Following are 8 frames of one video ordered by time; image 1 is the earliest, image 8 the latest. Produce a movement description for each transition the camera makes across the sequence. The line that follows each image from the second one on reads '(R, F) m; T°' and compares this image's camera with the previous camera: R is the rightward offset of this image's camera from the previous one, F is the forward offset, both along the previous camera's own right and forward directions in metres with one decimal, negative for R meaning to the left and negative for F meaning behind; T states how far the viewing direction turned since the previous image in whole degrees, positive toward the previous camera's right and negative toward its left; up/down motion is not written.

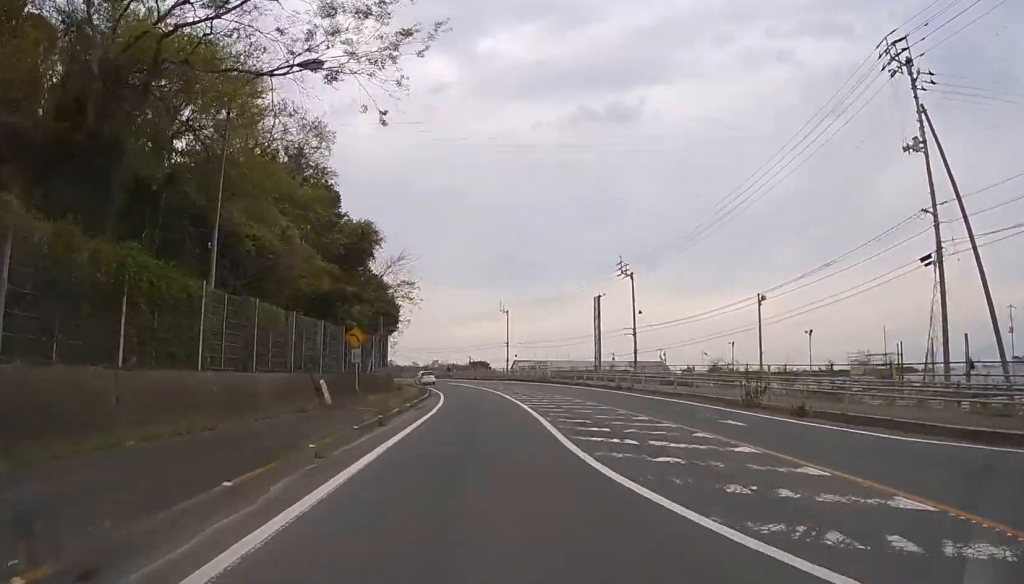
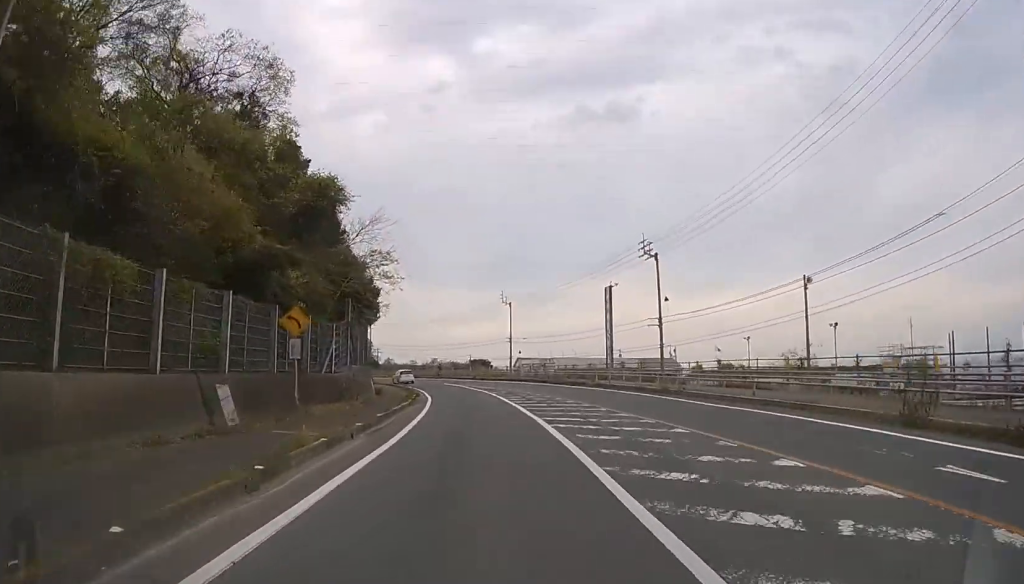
(0.0, +7.5) m; -1°
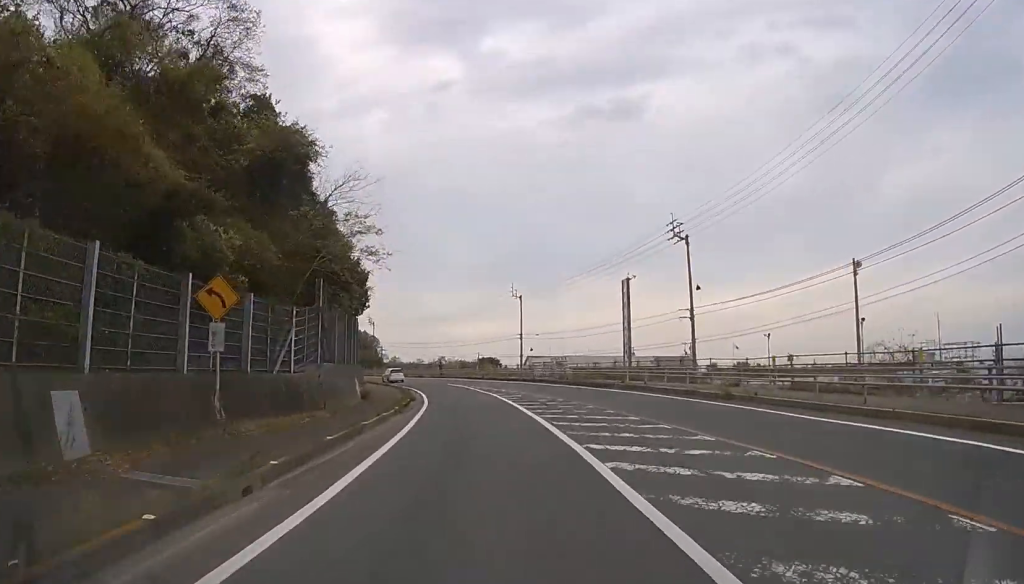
(+0.1, +6.0) m; -1°
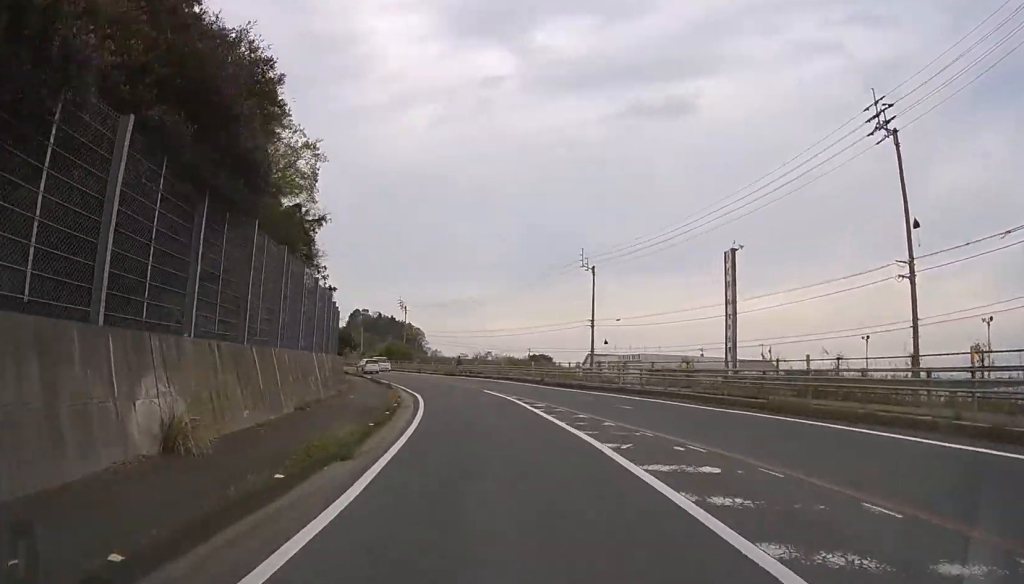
(-0.9, +19.0) m; -4°
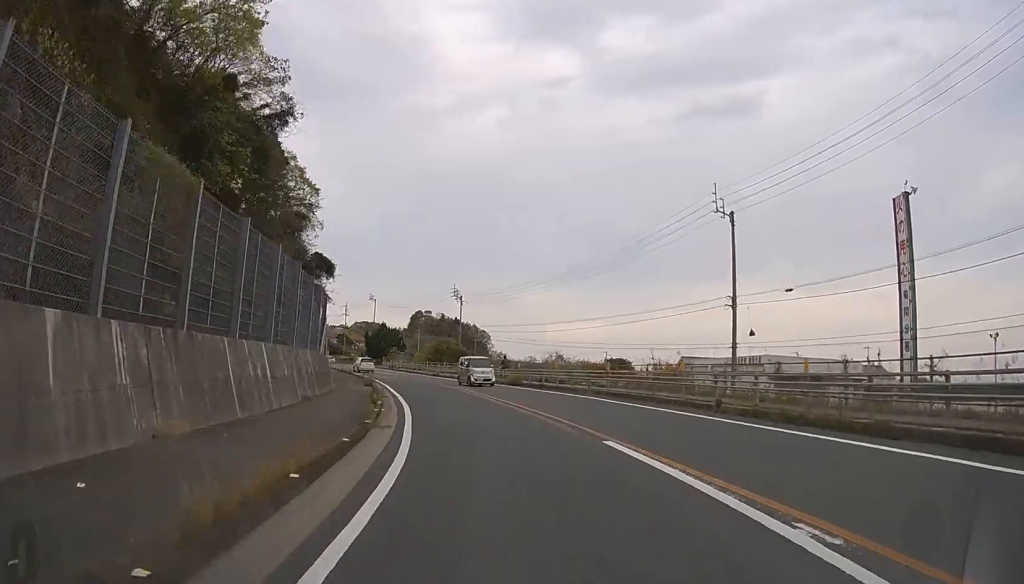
(-0.6, +18.5) m; -7°
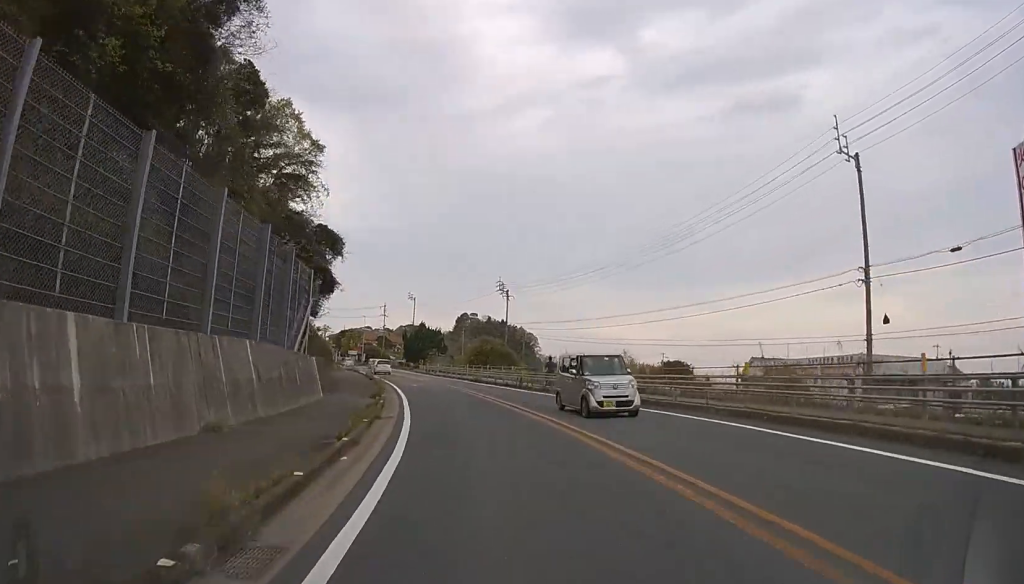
(-0.4, +9.0) m; -5°
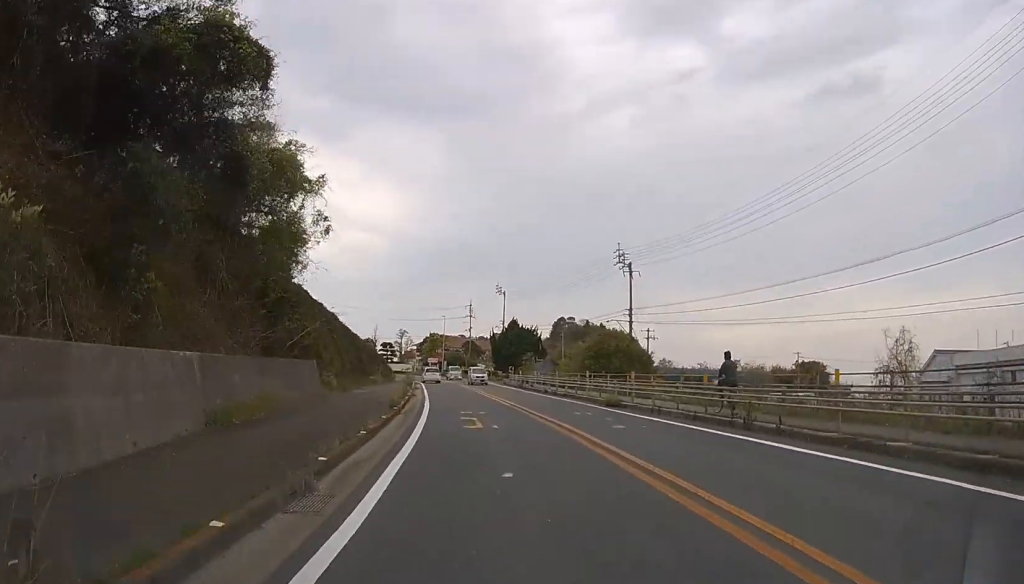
(-2.0, +19.8) m; -11°
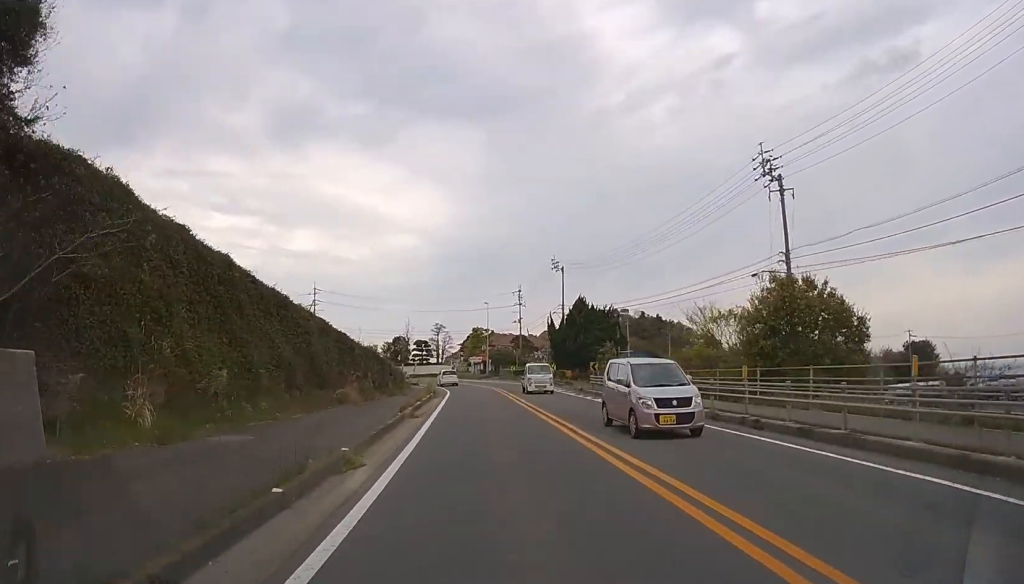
(-1.5, +19.2) m; -4°
